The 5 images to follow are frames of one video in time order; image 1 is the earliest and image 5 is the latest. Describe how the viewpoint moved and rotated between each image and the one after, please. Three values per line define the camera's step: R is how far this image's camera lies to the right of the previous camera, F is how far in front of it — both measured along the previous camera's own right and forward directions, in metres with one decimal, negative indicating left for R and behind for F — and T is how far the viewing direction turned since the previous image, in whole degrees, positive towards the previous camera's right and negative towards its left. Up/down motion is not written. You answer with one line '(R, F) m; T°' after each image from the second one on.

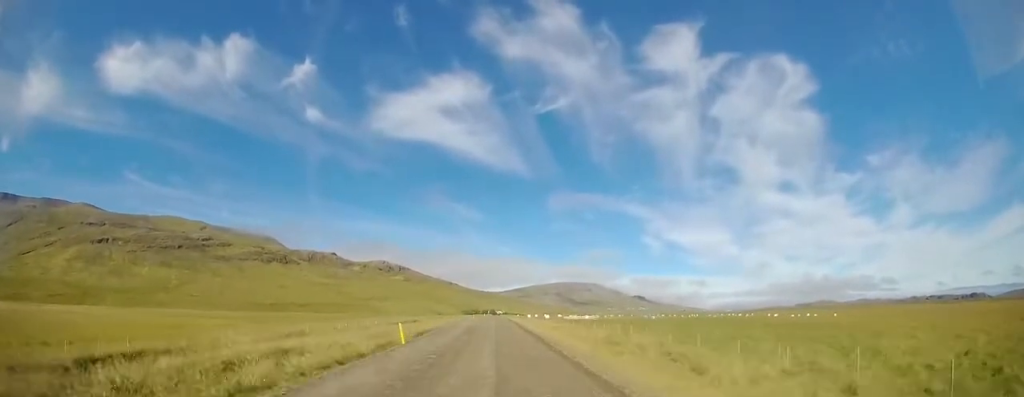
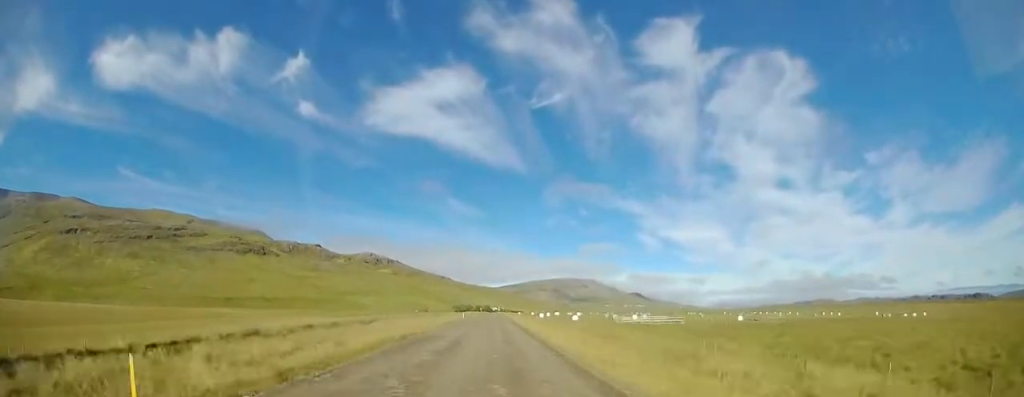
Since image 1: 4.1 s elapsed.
(+0.1, +66.9) m; +1°
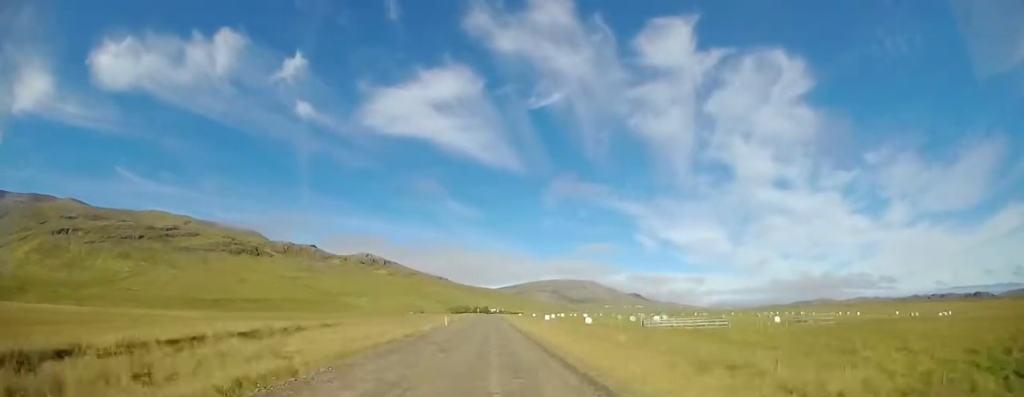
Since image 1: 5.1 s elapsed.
(0.0, +16.6) m; 0°
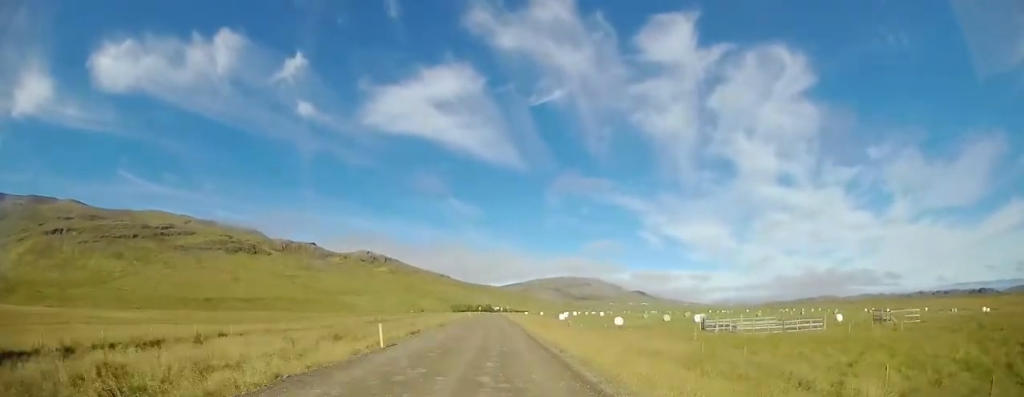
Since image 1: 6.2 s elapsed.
(0.0, +19.6) m; 0°
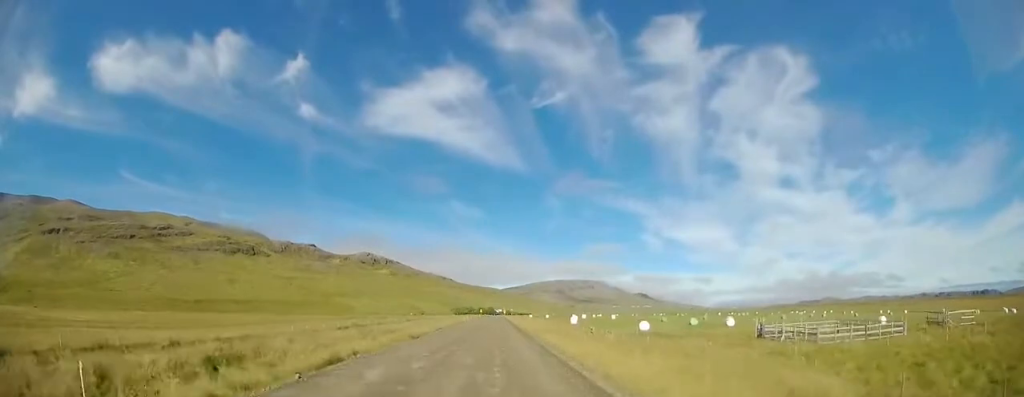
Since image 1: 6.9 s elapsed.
(0.0, +11.3) m; 0°
